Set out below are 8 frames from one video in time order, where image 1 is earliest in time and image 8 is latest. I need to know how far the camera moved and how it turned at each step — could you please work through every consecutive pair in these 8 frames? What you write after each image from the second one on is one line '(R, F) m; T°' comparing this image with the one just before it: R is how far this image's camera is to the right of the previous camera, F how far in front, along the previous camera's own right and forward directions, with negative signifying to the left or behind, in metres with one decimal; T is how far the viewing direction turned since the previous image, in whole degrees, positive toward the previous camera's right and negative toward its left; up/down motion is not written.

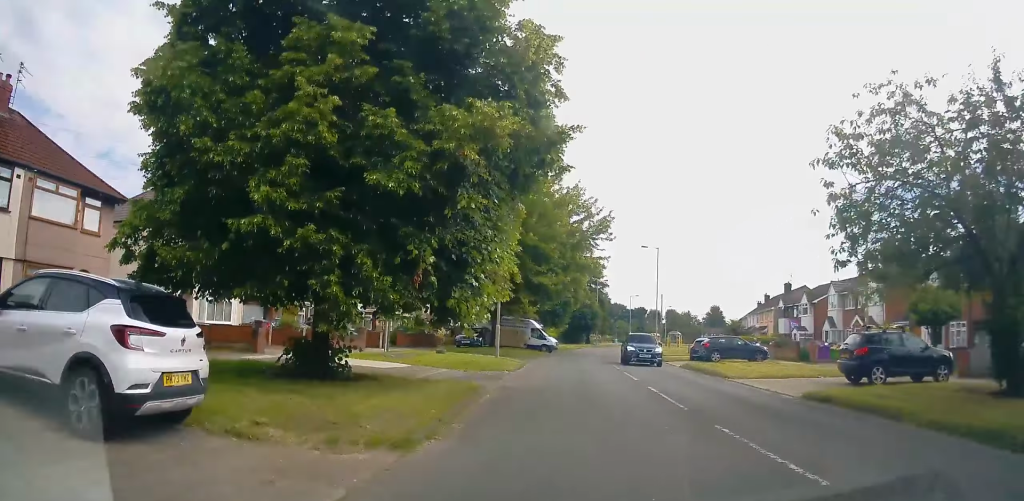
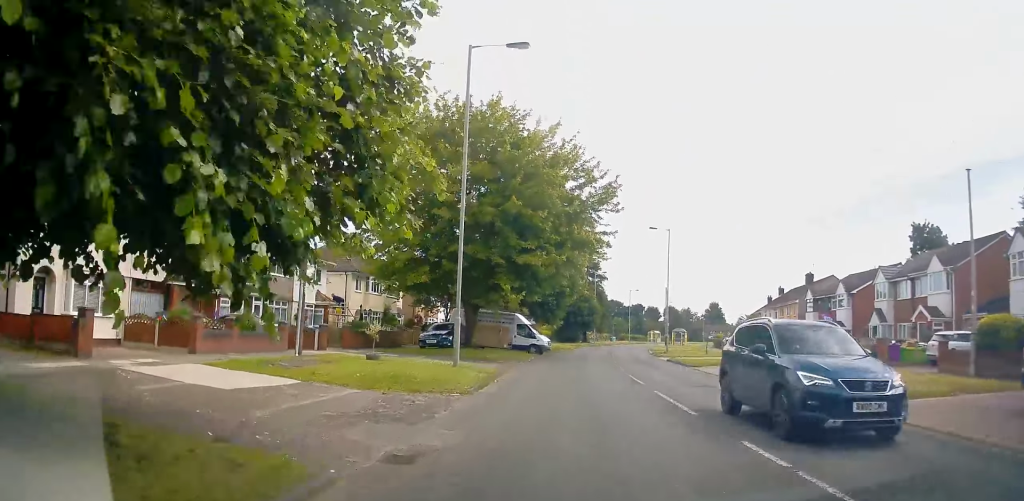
(+0.4, +8.8) m; +1°
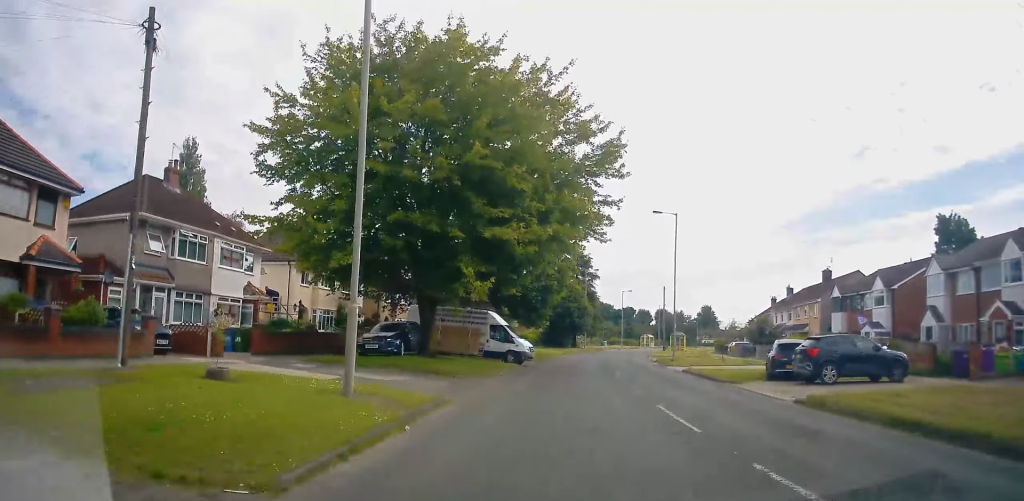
(-0.1, +8.0) m; -1°
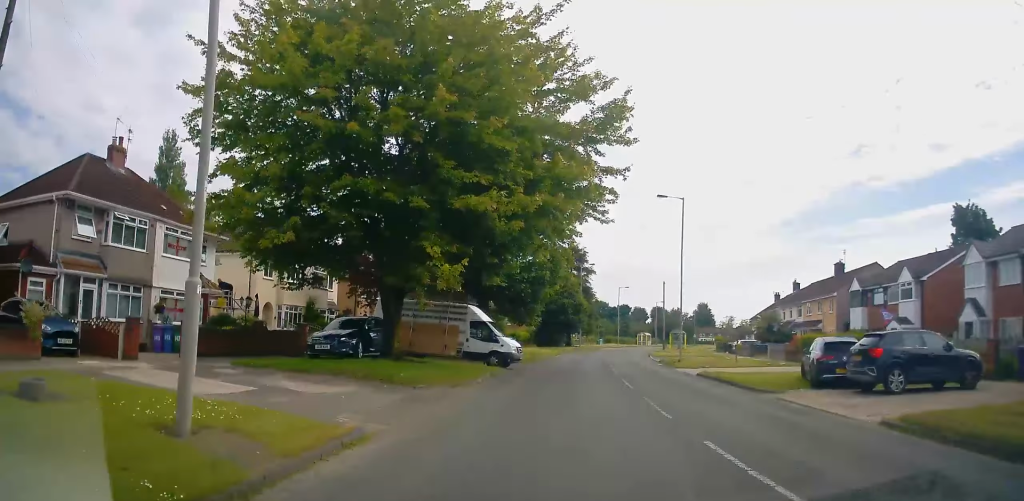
(0.0, +4.3) m; 0°
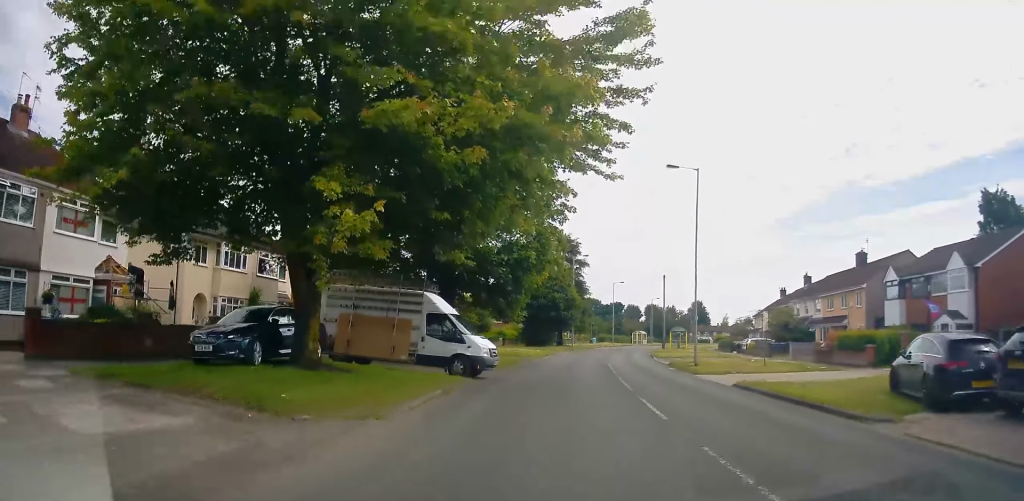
(-0.2, +6.4) m; +2°
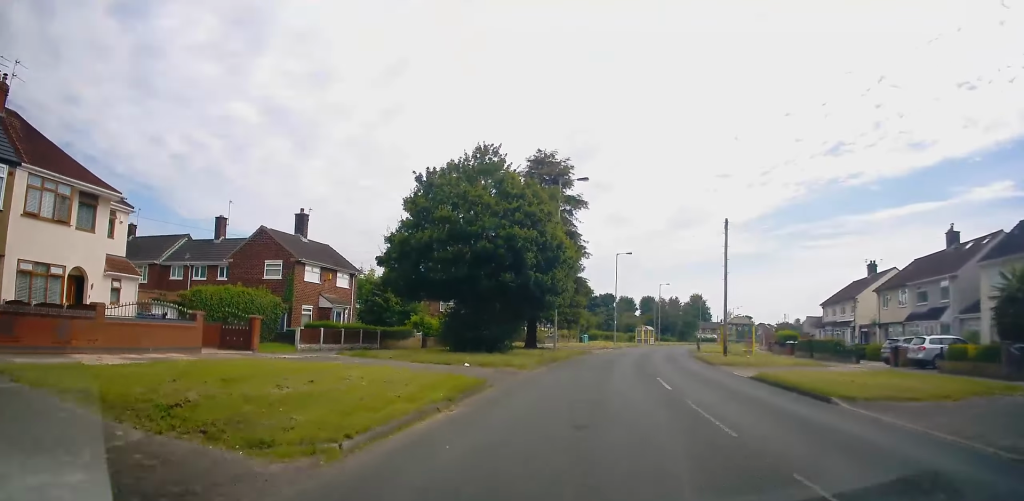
(+0.6, +31.8) m; +3°
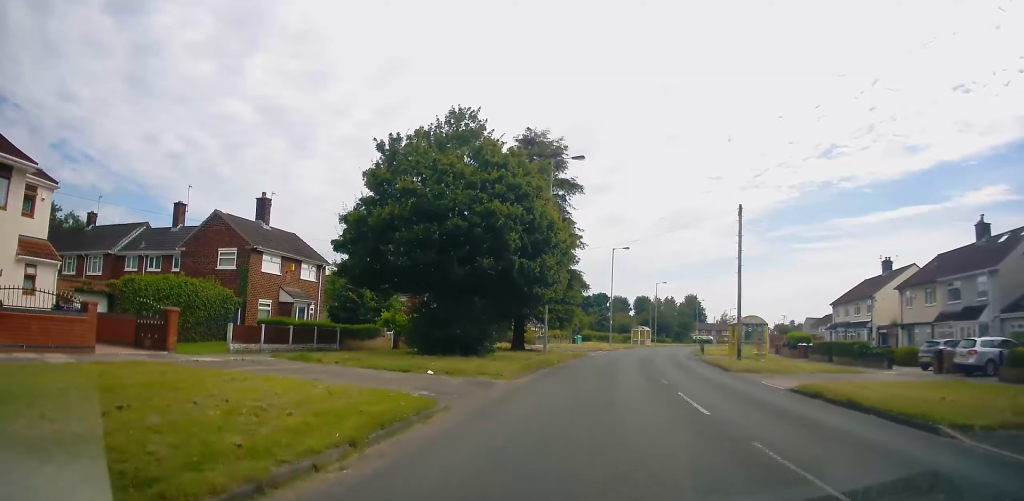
(+0.1, +4.3) m; +1°
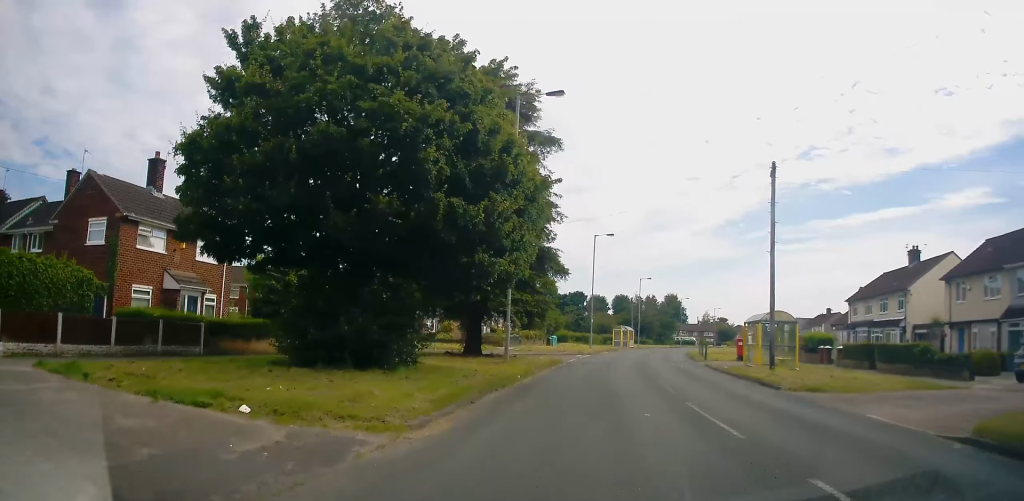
(+0.3, +8.5) m; +1°
